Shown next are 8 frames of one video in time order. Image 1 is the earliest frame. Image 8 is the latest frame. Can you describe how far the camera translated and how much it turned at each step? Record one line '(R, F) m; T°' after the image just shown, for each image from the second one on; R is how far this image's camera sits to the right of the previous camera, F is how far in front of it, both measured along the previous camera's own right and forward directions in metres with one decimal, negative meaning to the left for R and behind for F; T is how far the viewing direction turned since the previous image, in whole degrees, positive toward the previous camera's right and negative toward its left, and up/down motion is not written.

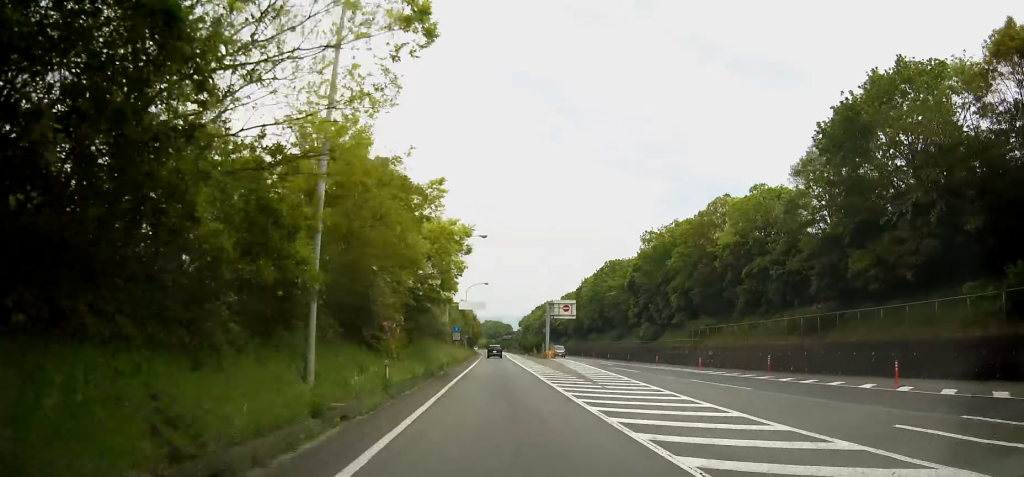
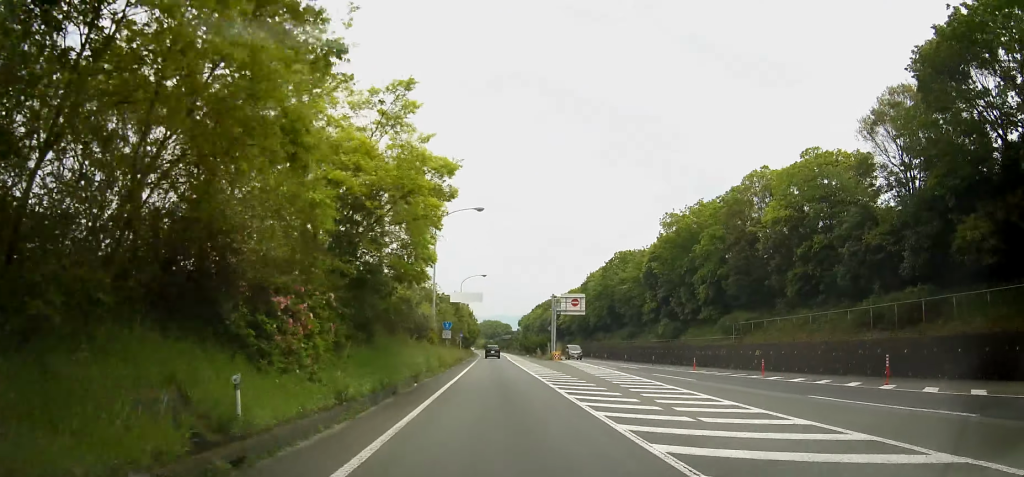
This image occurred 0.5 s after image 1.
(0.0, +9.2) m; 0°
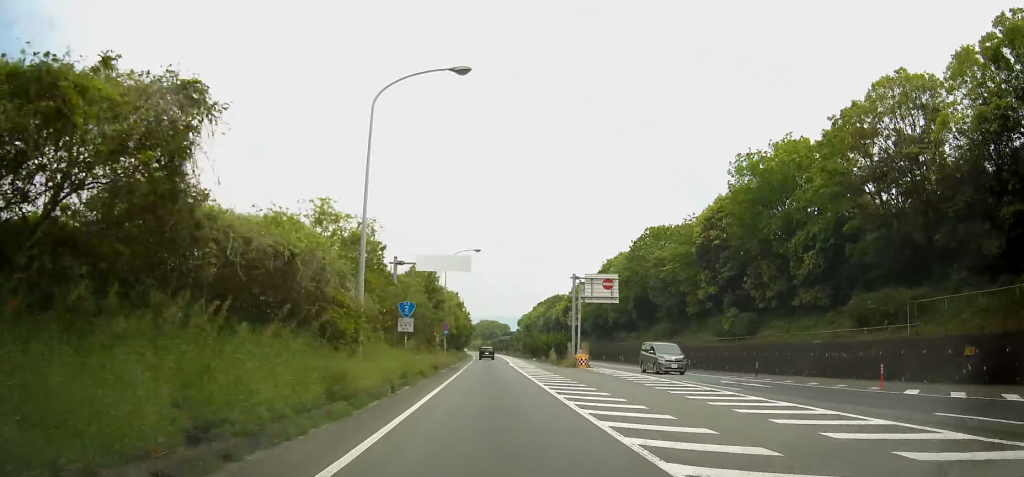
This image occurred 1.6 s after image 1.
(0.0, +19.7) m; 0°
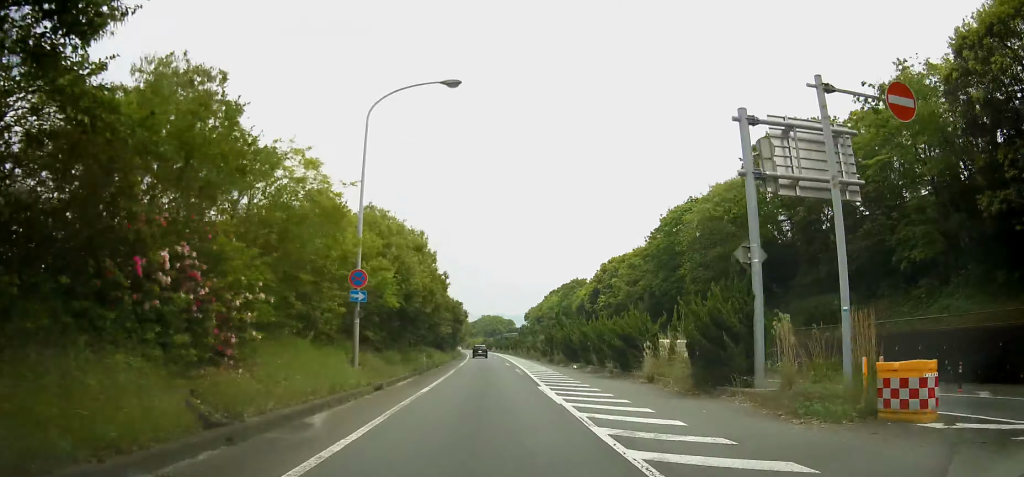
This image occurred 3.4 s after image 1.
(-0.2, +33.9) m; 0°
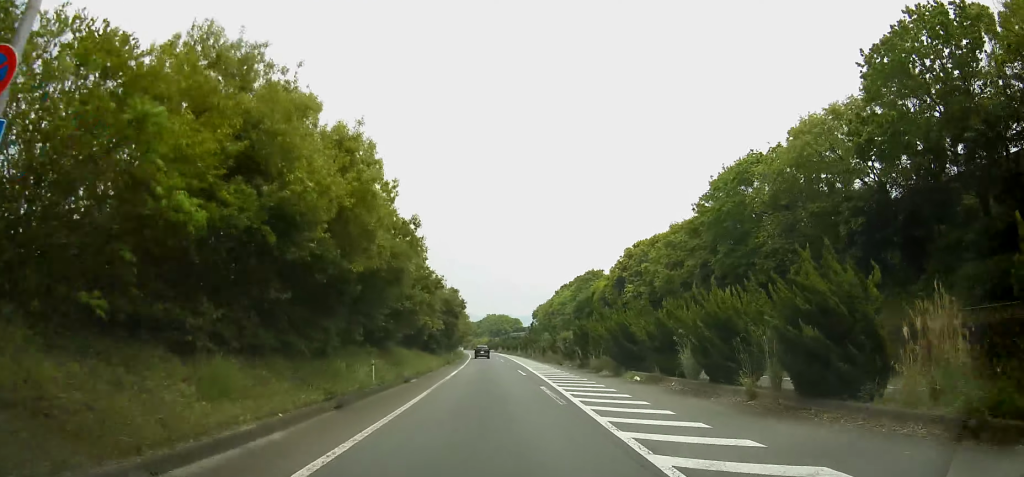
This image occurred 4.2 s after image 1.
(0.0, +14.8) m; 0°
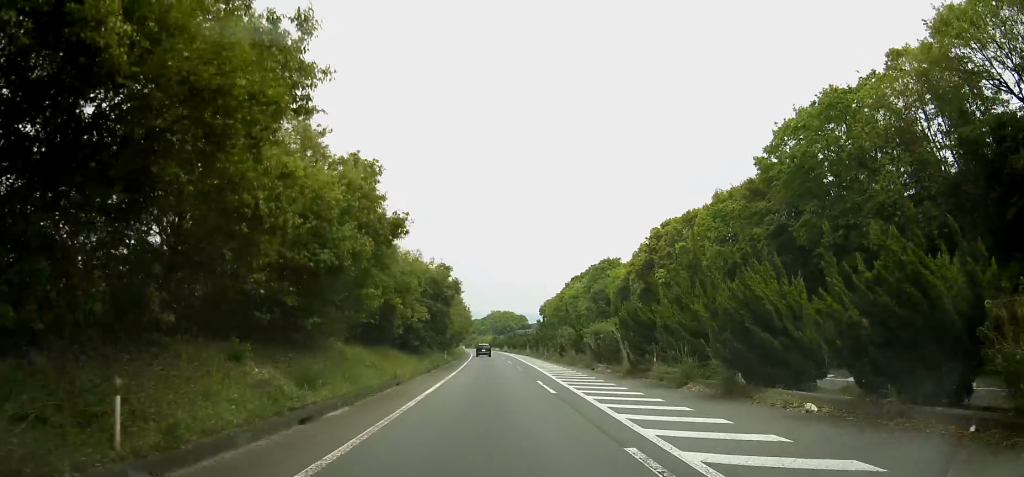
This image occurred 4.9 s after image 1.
(0.0, +12.3) m; 0°
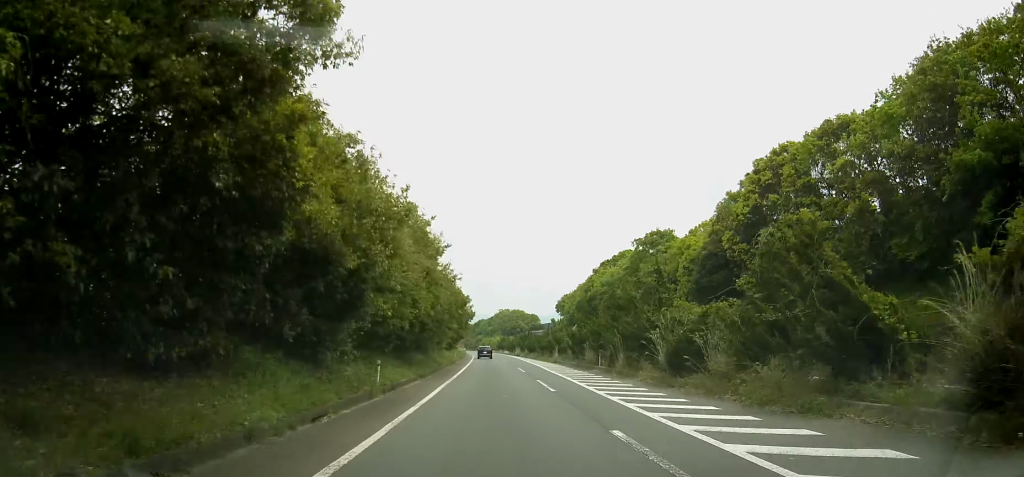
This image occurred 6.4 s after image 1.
(-0.4, +28.3) m; -2°
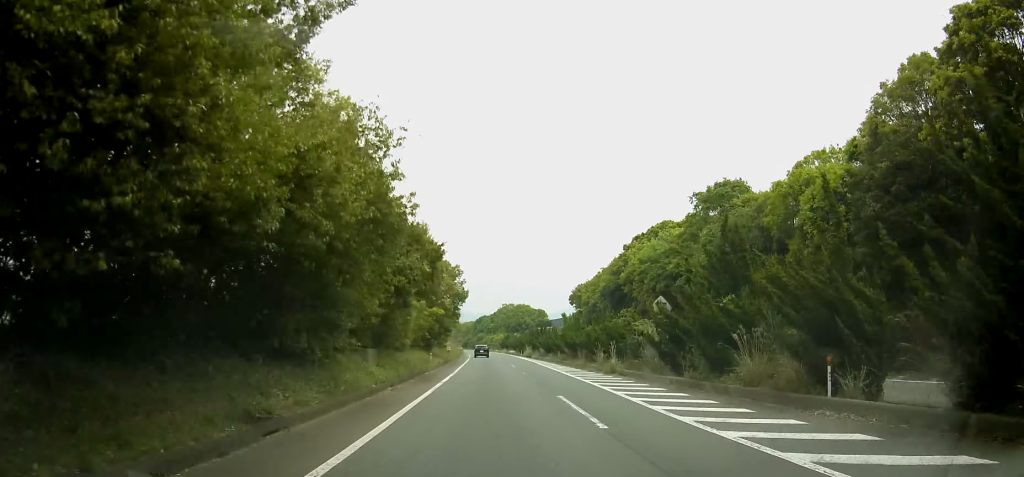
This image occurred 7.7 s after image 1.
(-0.1, +23.4) m; 0°
